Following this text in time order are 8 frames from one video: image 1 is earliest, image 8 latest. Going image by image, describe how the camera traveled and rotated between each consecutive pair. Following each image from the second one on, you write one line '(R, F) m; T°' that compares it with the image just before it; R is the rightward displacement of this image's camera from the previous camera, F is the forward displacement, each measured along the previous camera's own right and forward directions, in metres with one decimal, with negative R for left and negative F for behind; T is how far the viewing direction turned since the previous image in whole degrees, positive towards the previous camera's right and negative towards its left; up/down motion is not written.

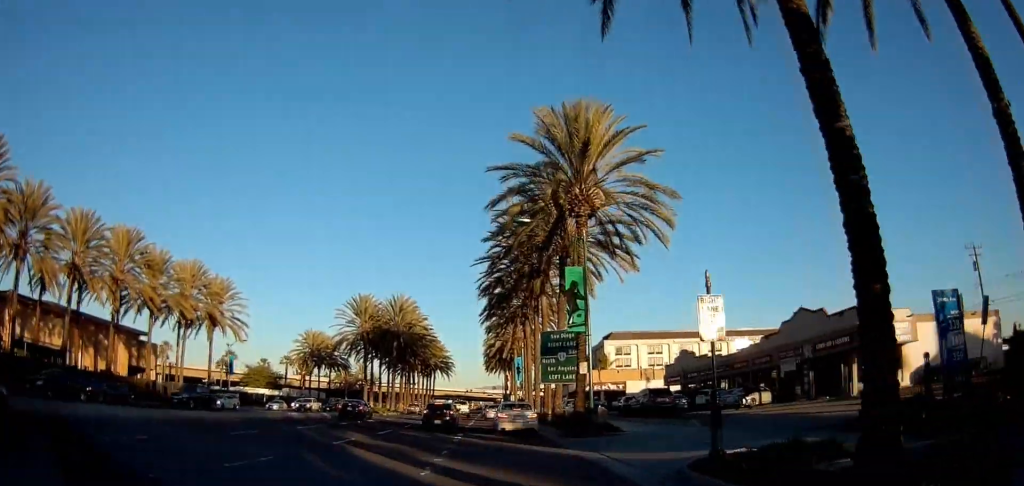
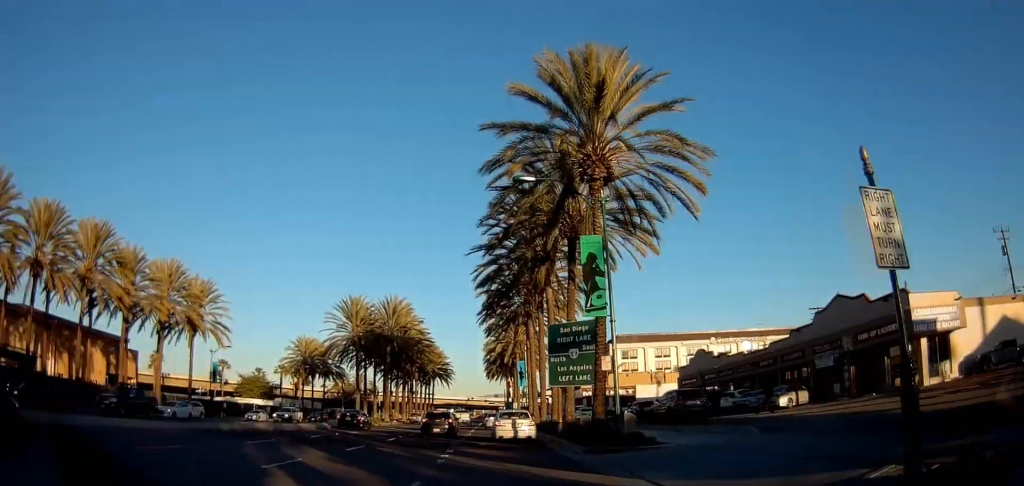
(0.0, +5.6) m; 0°
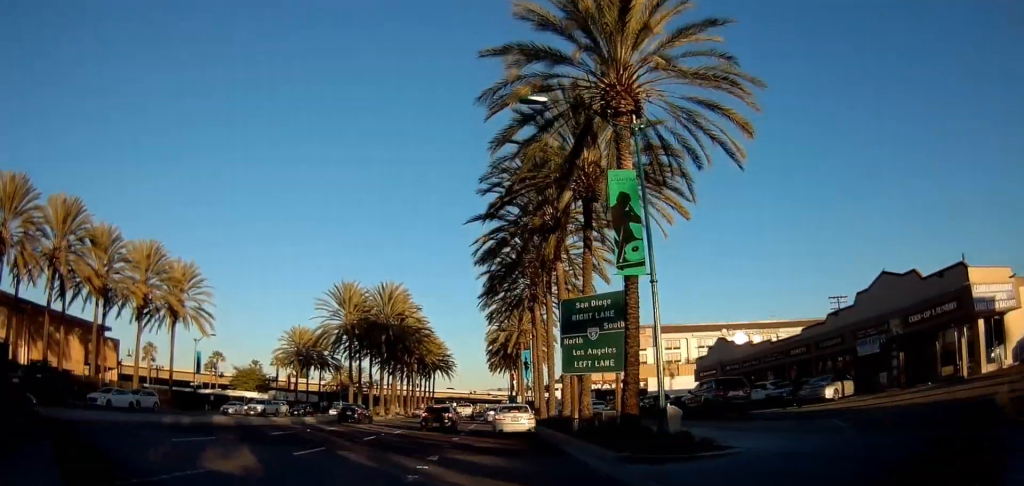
(0.0, +5.2) m; 0°
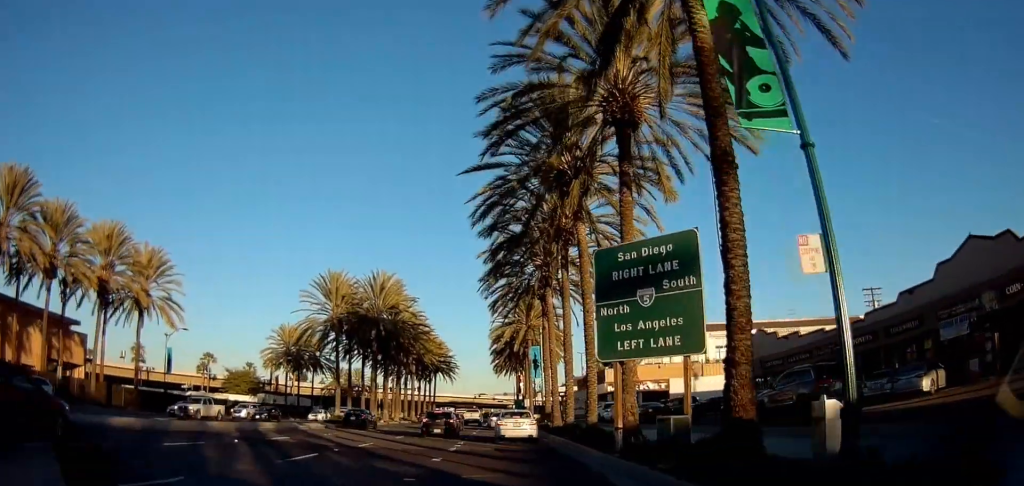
(0.0, +8.2) m; -1°
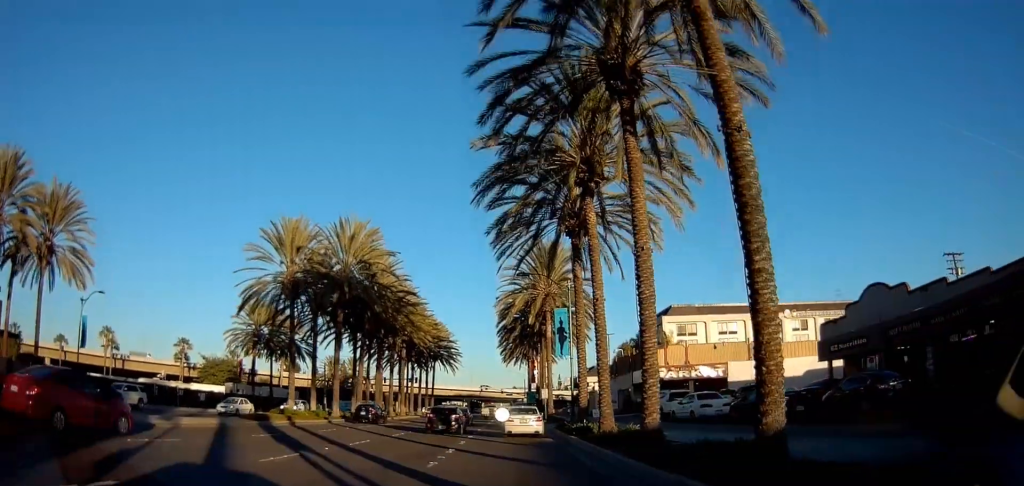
(-0.3, +17.0) m; 0°
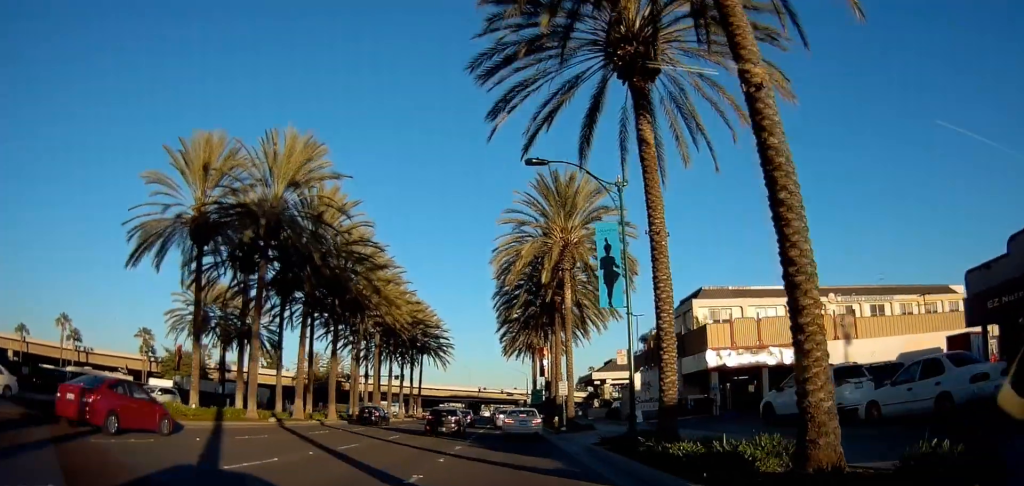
(+0.2, +16.7) m; 0°
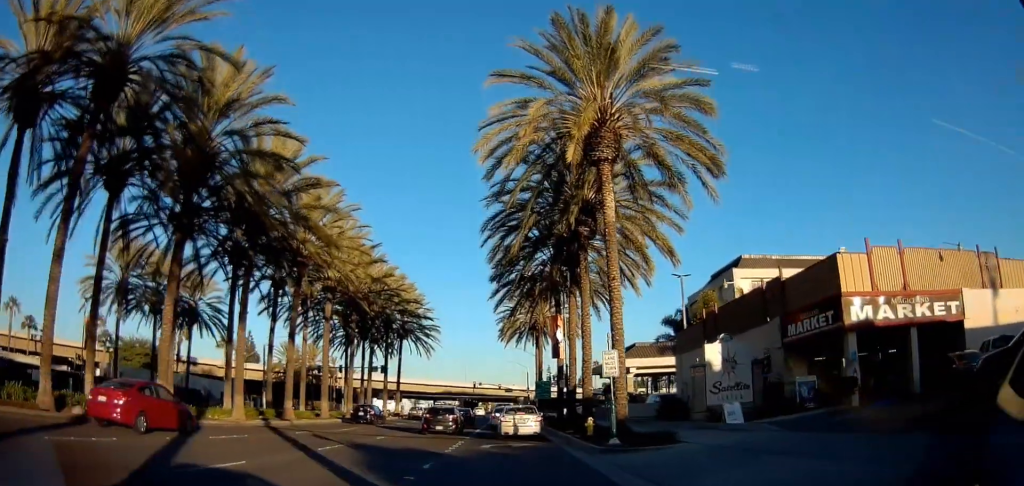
(-0.3, +16.5) m; -1°
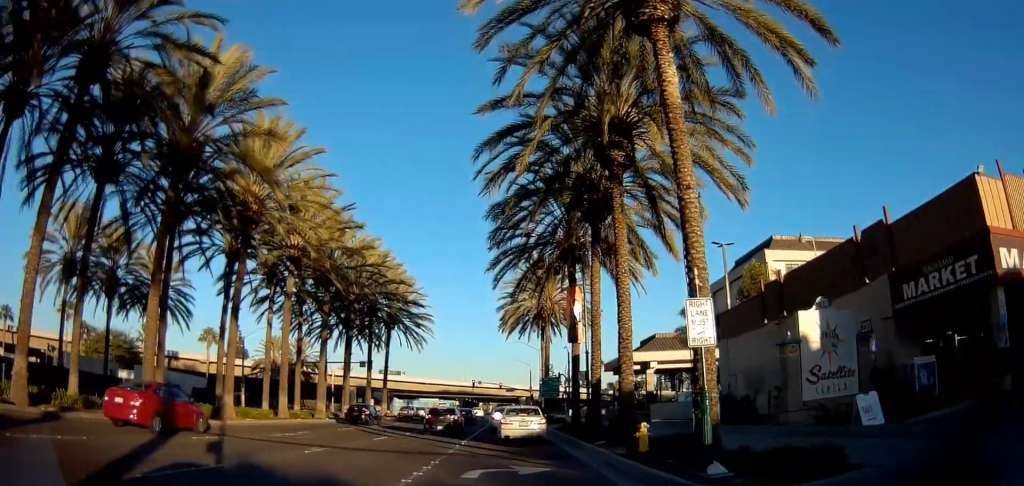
(0.0, +8.5) m; 0°
